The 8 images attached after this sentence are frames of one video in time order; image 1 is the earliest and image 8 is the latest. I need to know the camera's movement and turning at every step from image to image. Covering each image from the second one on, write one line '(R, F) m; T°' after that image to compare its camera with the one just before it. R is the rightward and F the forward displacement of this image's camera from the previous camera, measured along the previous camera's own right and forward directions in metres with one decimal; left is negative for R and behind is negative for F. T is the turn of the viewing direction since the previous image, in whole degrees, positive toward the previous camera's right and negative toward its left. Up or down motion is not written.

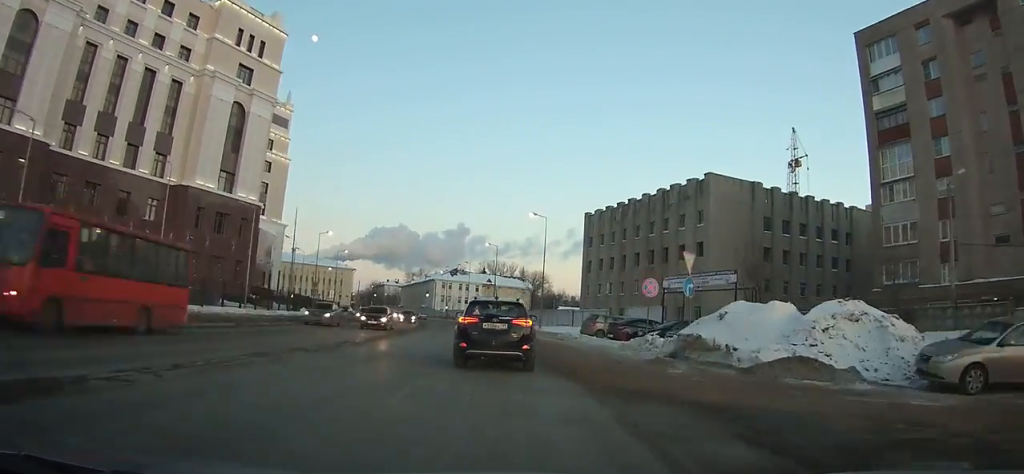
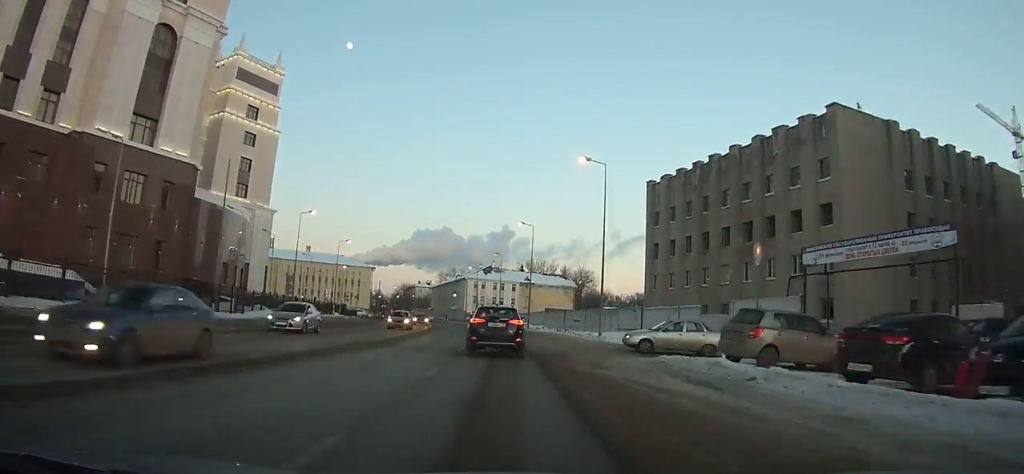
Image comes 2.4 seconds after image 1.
(-0.5, +21.0) m; -3°
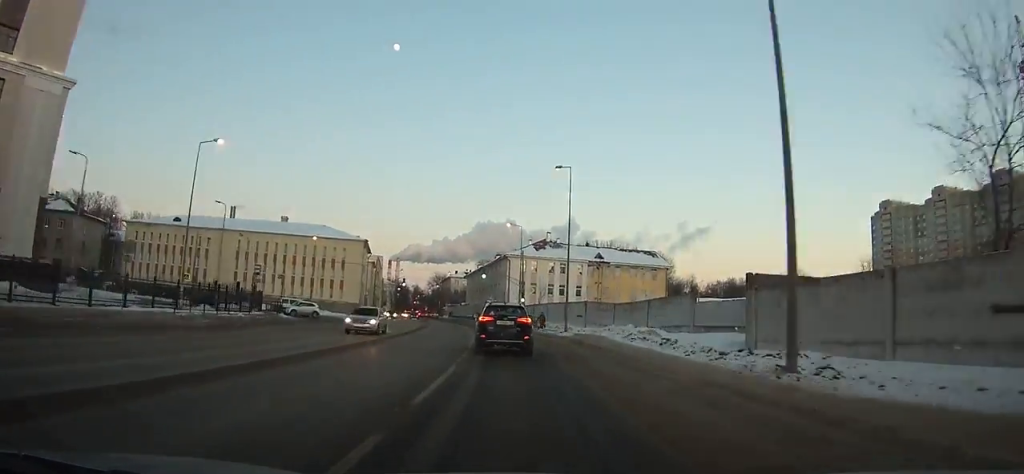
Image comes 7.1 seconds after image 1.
(-1.9, +46.9) m; -5°
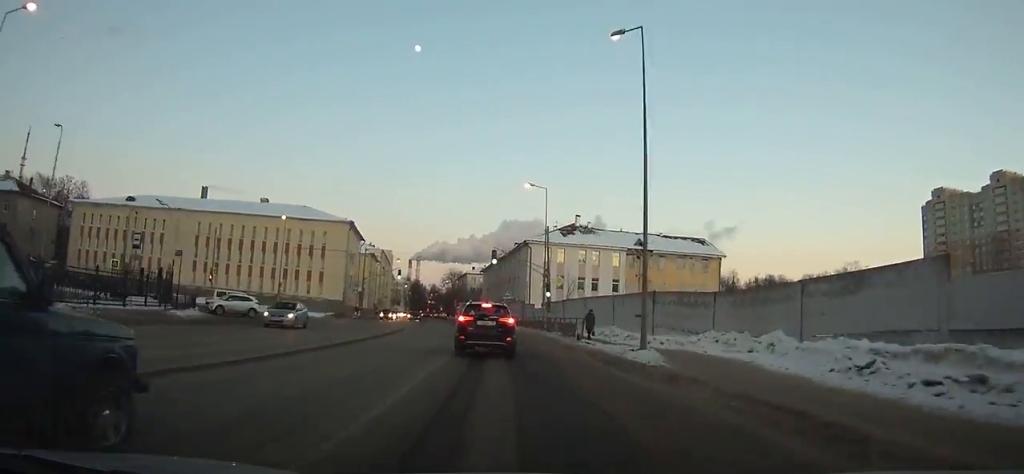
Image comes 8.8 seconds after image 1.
(-0.4, +19.1) m; -3°
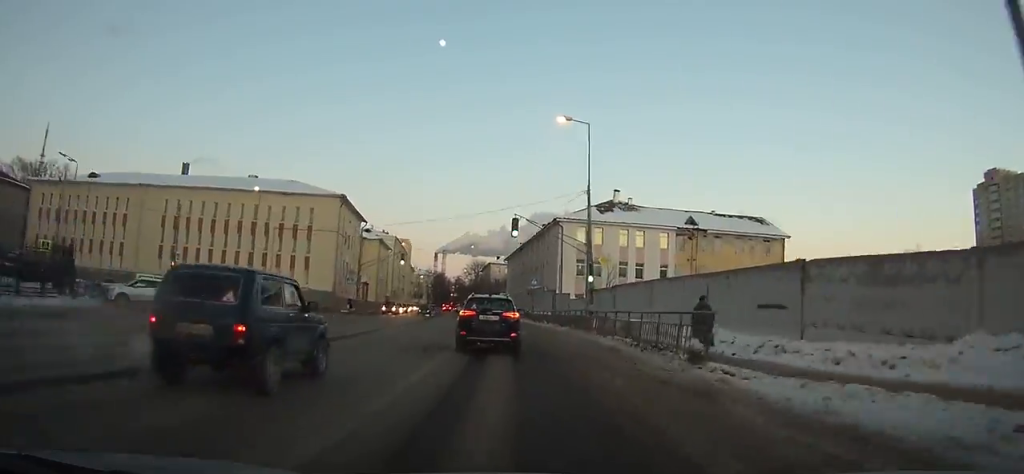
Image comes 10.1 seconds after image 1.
(+0.3, +14.6) m; -2°
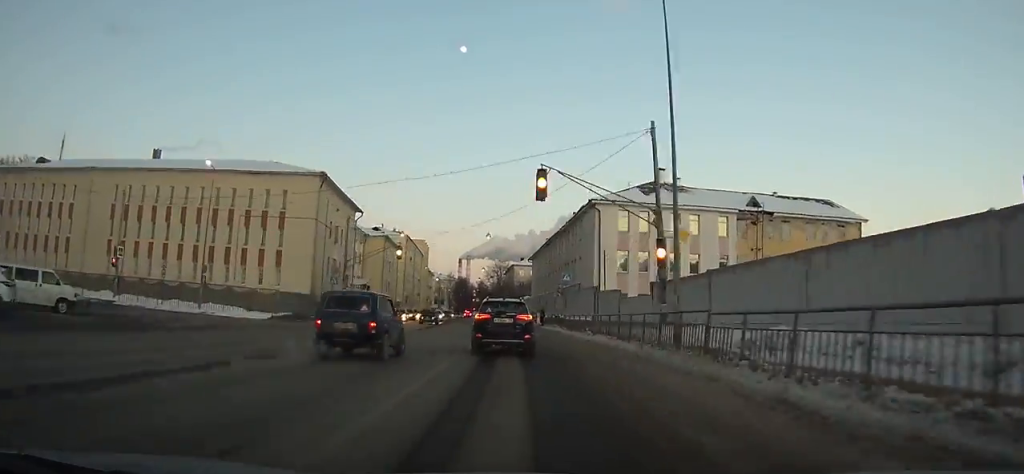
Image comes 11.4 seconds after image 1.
(-0.8, +15.0) m; -2°
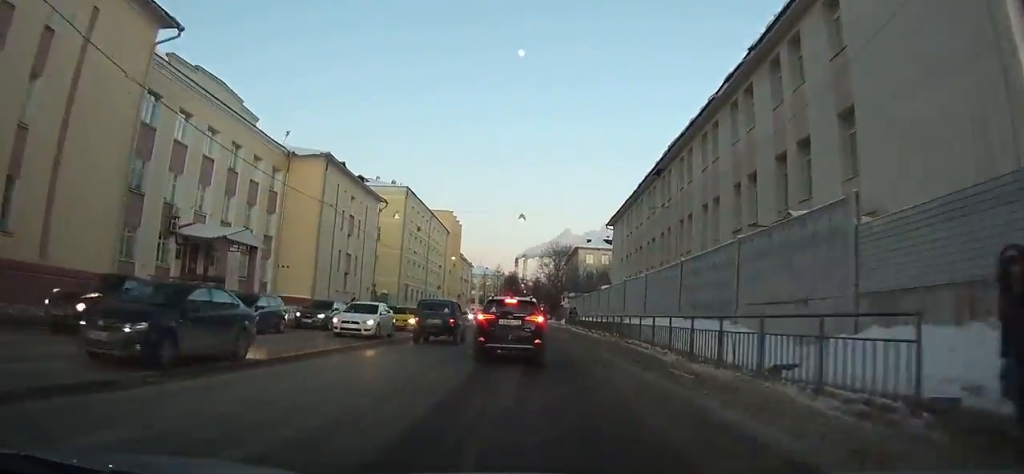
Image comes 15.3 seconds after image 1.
(-1.9, +44.1) m; -4°
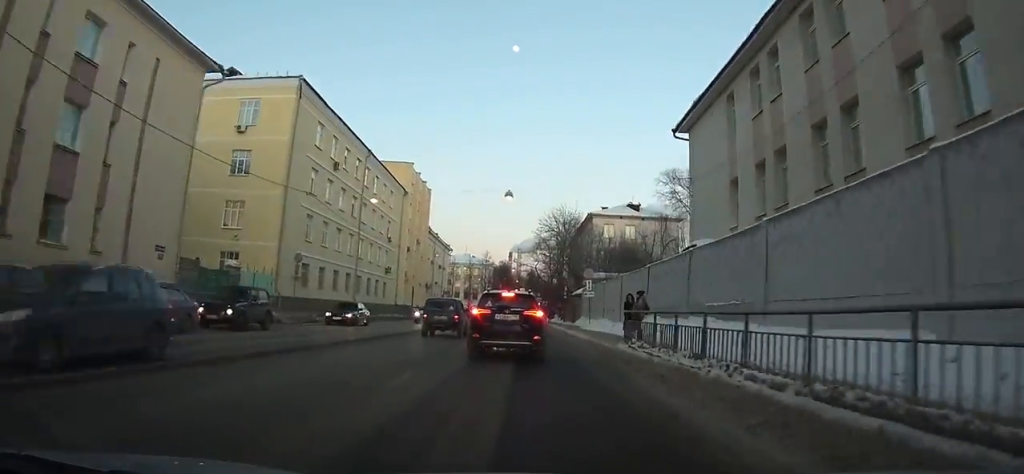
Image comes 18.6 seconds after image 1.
(-0.5, +34.1) m; -2°
